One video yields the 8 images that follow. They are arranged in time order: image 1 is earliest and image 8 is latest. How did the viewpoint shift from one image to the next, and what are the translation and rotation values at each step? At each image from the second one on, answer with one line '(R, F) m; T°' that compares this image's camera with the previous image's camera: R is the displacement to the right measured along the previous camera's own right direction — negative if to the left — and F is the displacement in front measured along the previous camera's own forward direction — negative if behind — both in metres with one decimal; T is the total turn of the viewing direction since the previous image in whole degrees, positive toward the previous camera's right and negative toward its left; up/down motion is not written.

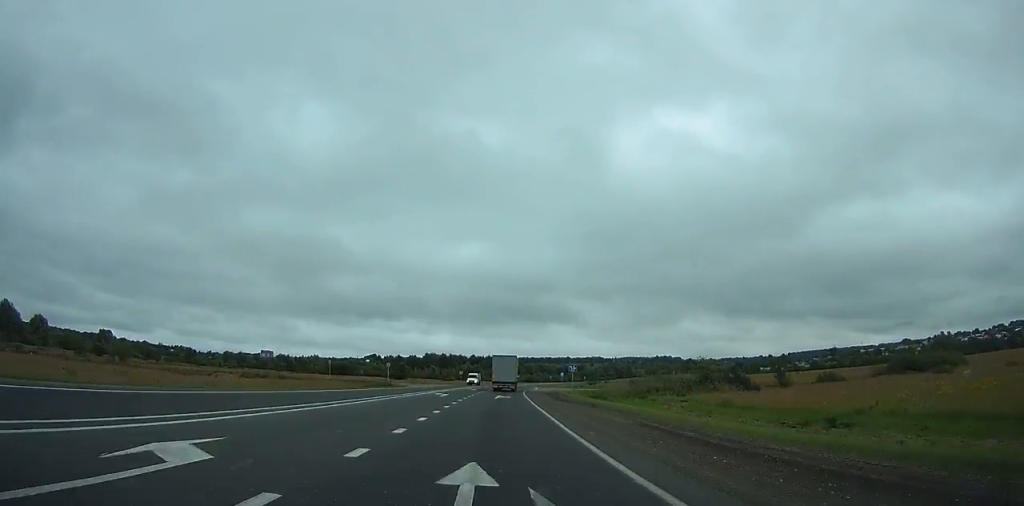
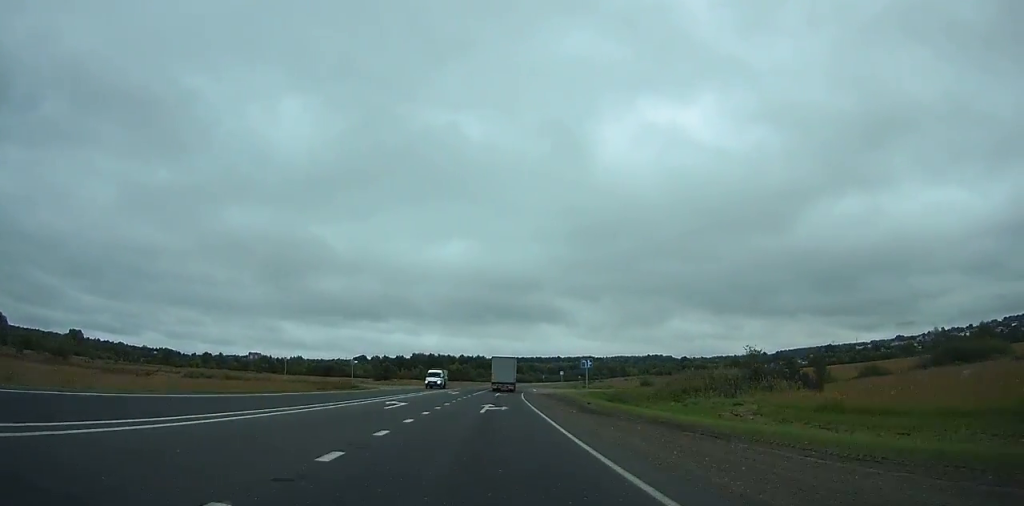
(+0.3, +16.7) m; +1°
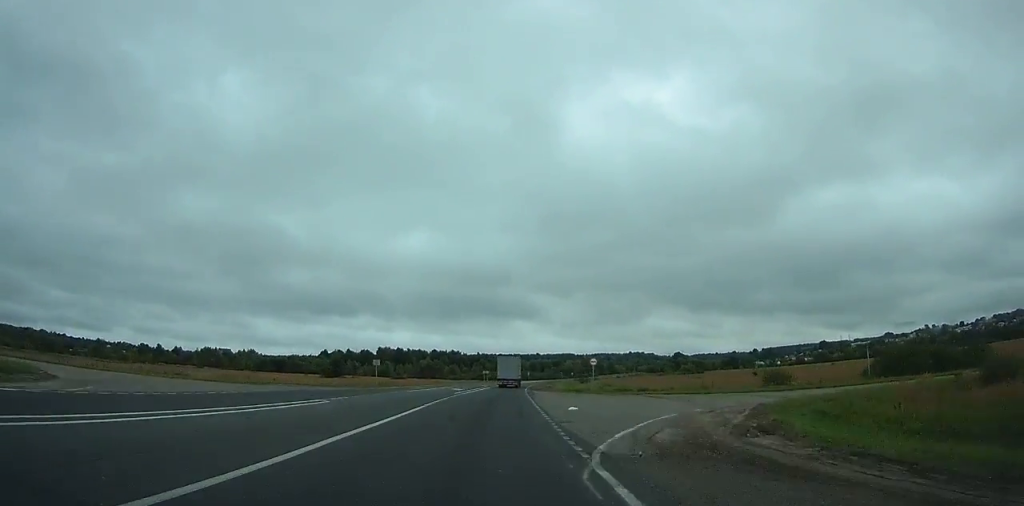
(+1.2, +53.0) m; +3°
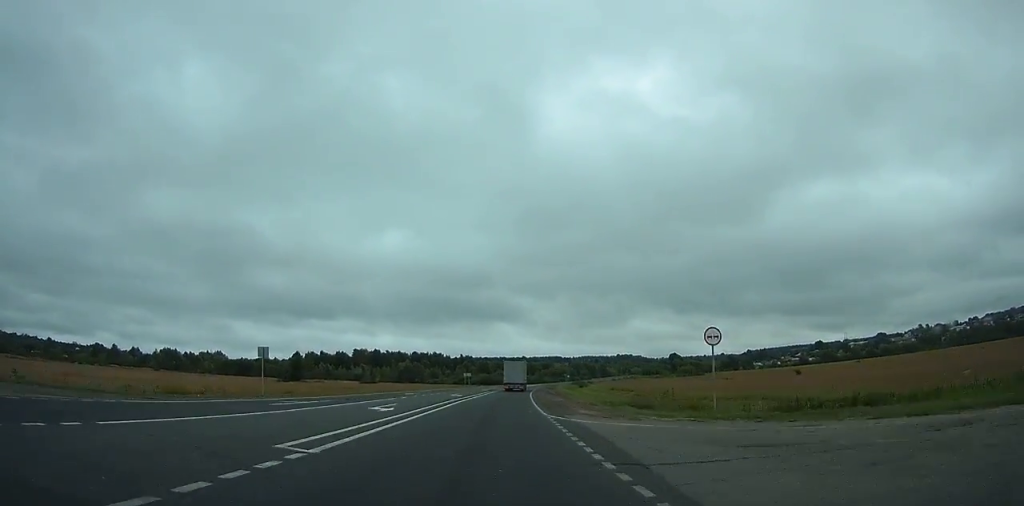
(+0.4, +31.7) m; +1°
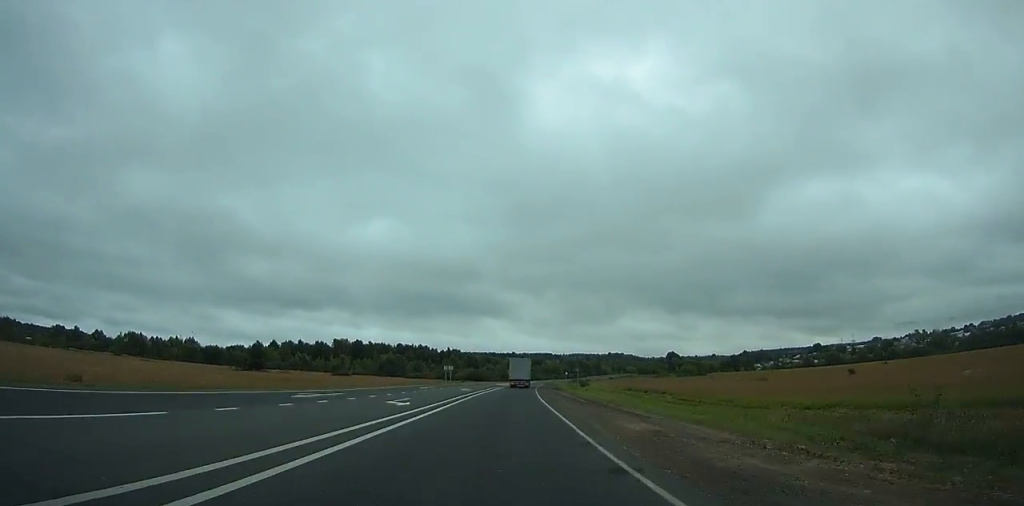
(+0.2, +25.4) m; +1°
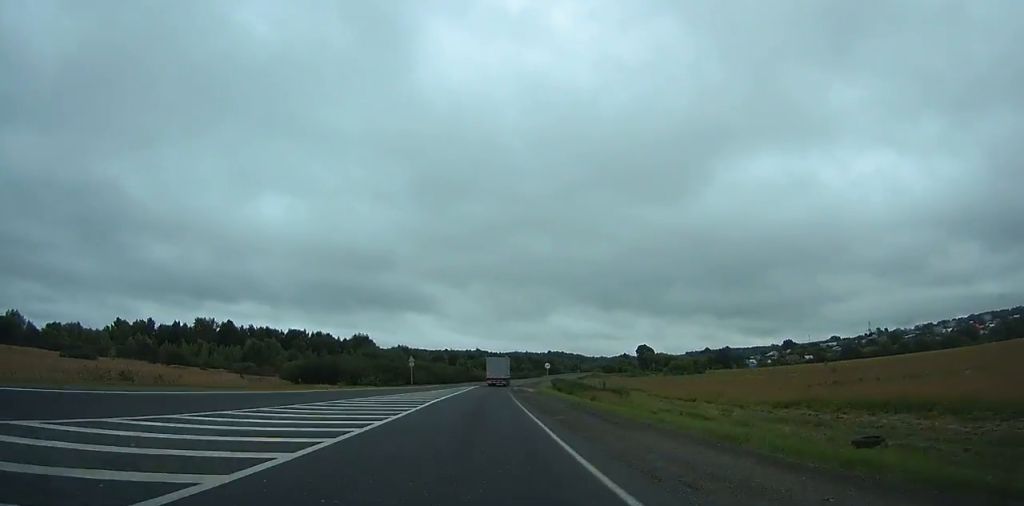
(+5.2, +106.5) m; +6°
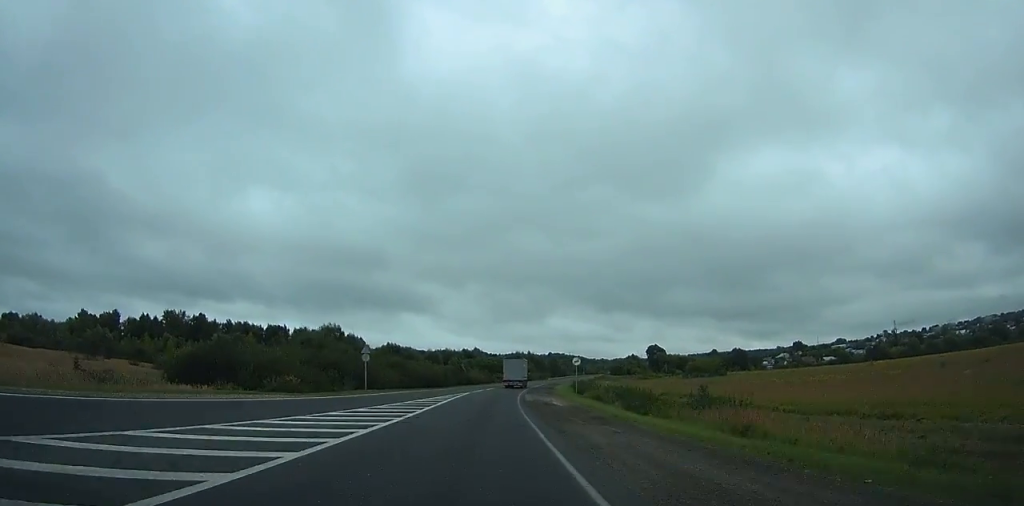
(+0.4, +28.2) m; +1°
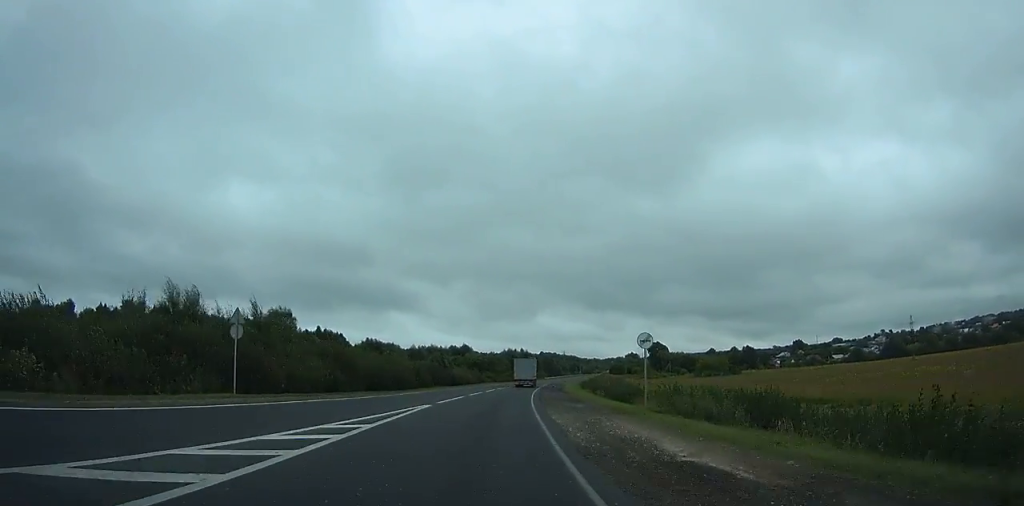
(+0.1, +25.5) m; +1°
